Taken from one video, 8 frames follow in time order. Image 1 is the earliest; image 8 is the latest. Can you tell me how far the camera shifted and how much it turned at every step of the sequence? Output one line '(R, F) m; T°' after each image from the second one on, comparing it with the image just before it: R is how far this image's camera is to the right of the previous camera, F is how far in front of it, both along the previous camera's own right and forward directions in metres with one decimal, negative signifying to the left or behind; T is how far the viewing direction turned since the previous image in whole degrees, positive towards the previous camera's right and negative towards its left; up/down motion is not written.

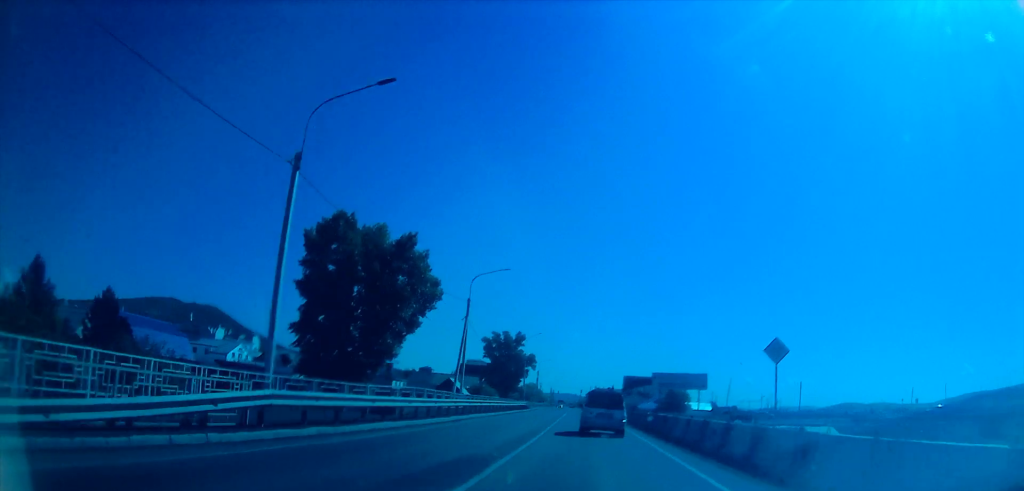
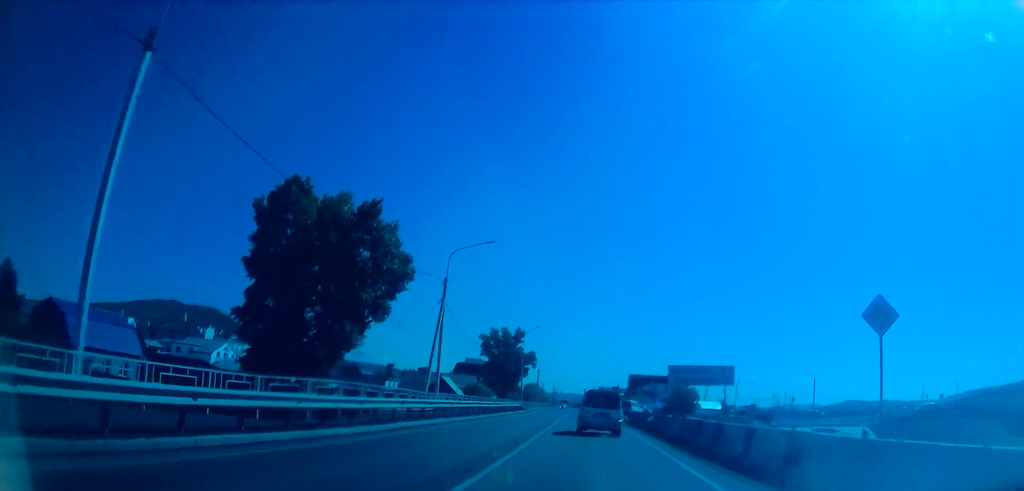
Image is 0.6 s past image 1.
(-0.3, +8.8) m; -3°
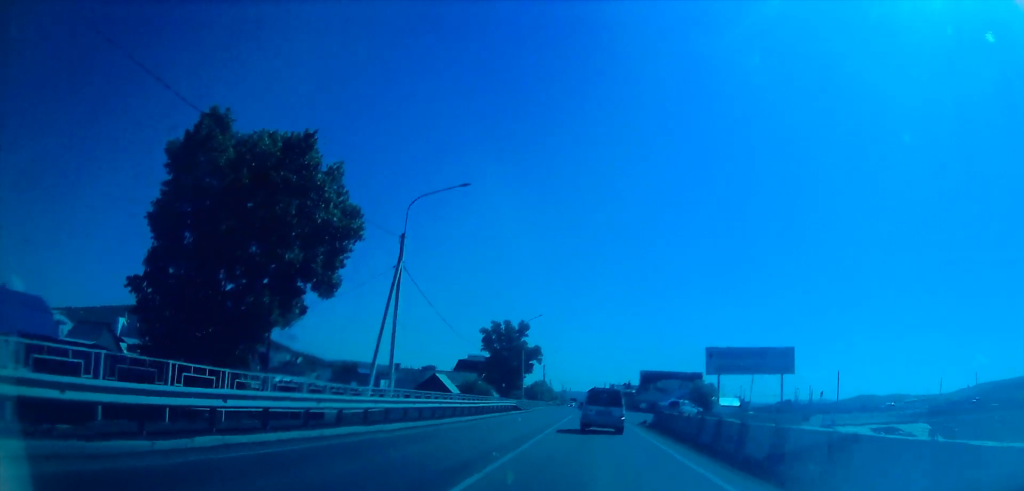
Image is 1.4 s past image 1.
(-0.5, +11.4) m; -4°
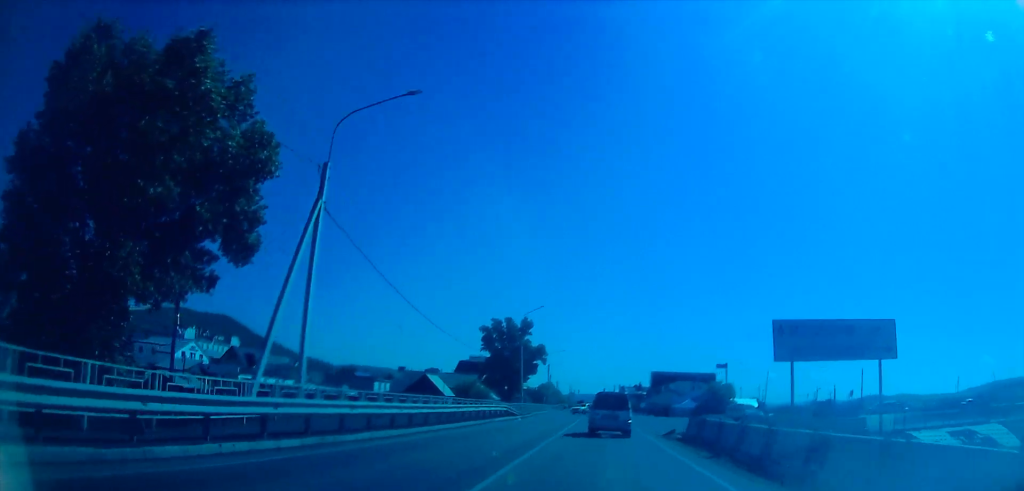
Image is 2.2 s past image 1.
(-0.3, +10.8) m; -1°
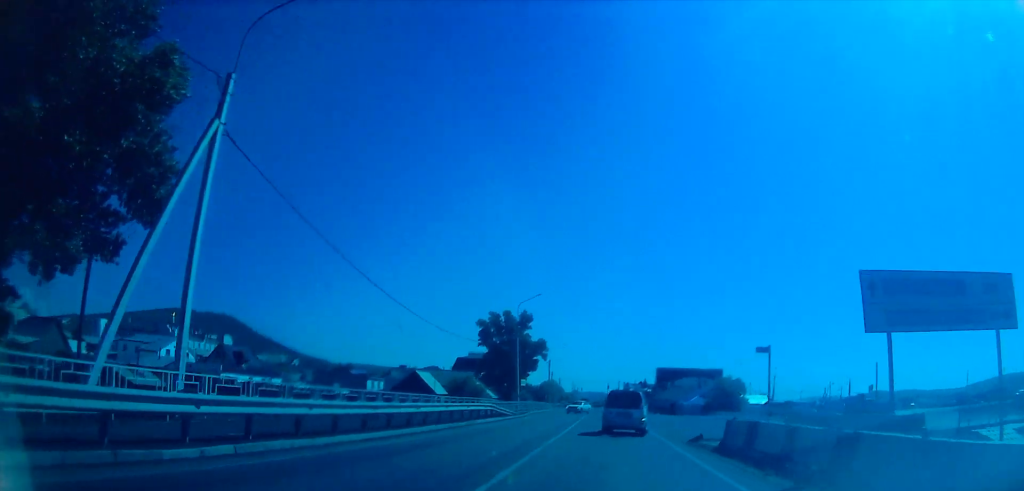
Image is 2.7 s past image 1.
(0.0, +6.7) m; +3°
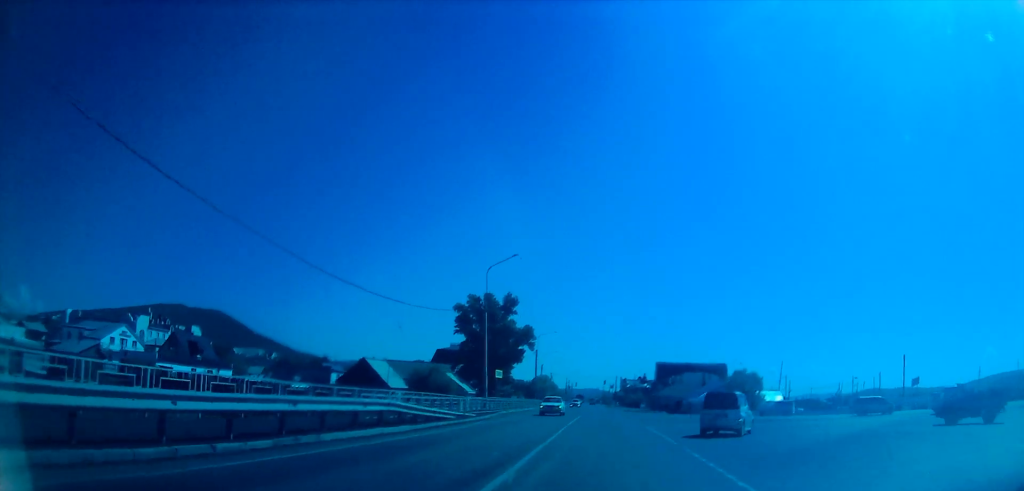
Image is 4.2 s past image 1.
(+1.6, +16.7) m; +8°
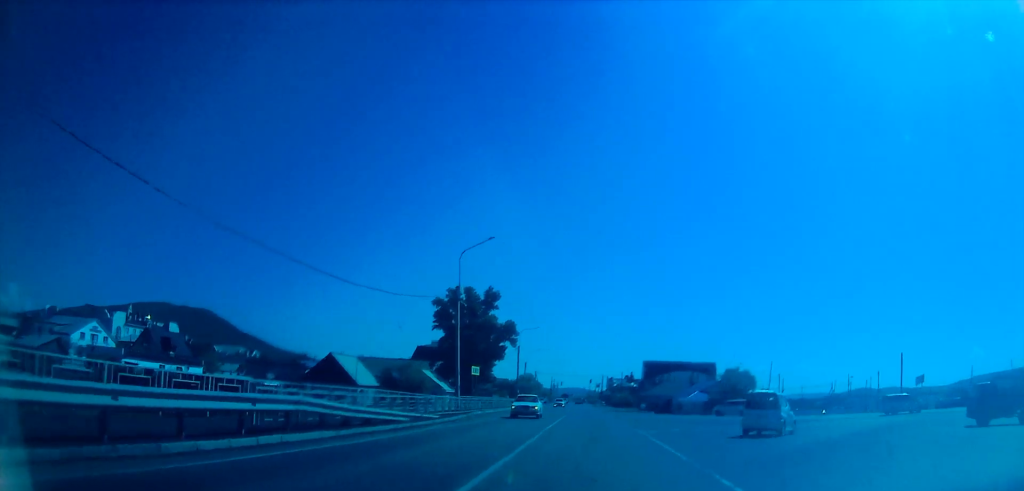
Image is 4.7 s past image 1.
(-0.1, +5.2) m; -1°
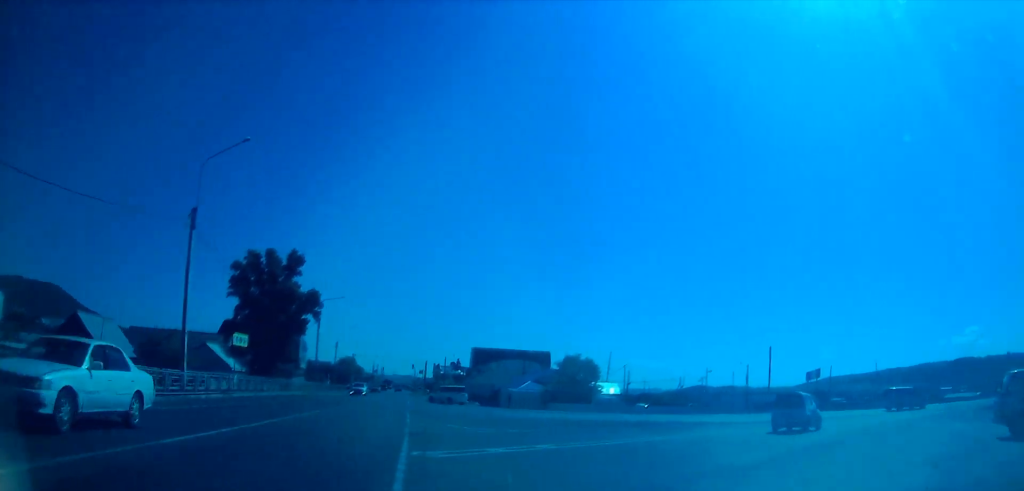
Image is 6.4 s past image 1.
(+0.1, +15.9) m; +9°
